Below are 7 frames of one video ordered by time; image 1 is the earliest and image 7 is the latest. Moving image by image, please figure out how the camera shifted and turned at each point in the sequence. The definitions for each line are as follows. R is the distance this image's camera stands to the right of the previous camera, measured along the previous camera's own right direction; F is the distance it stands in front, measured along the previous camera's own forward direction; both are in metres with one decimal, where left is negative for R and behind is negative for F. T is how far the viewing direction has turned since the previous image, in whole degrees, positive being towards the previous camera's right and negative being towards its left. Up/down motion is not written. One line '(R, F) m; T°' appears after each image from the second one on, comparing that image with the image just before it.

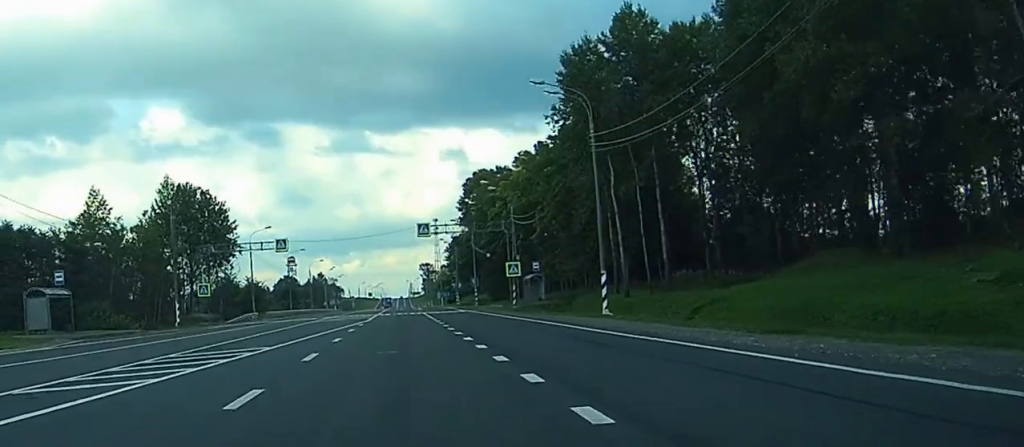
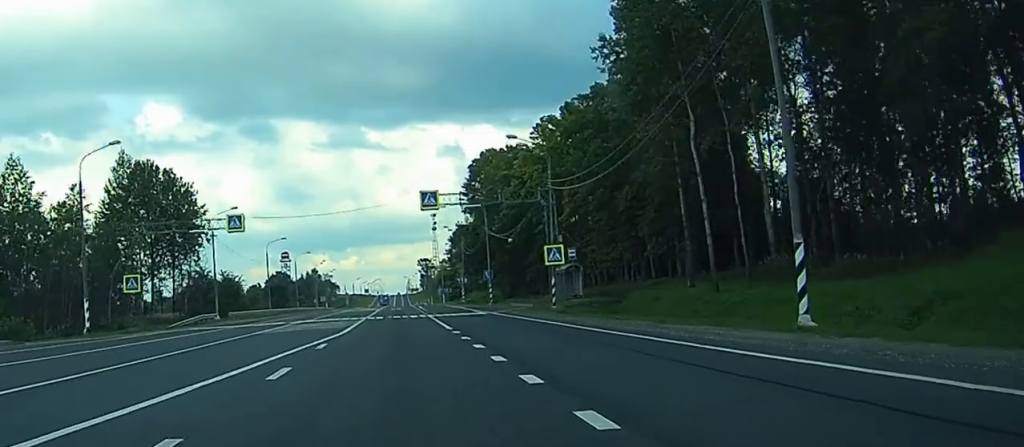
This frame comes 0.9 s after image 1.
(0.0, +20.1) m; 0°
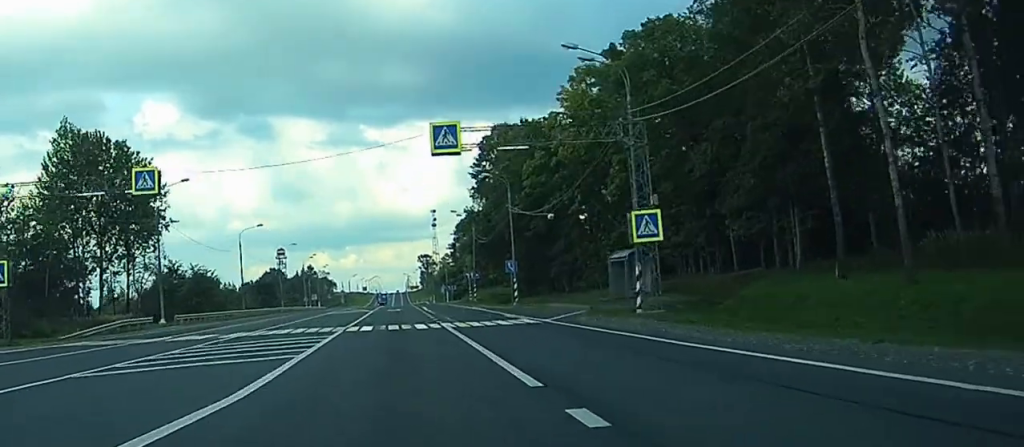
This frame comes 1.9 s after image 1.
(0.0, +19.9) m; 0°
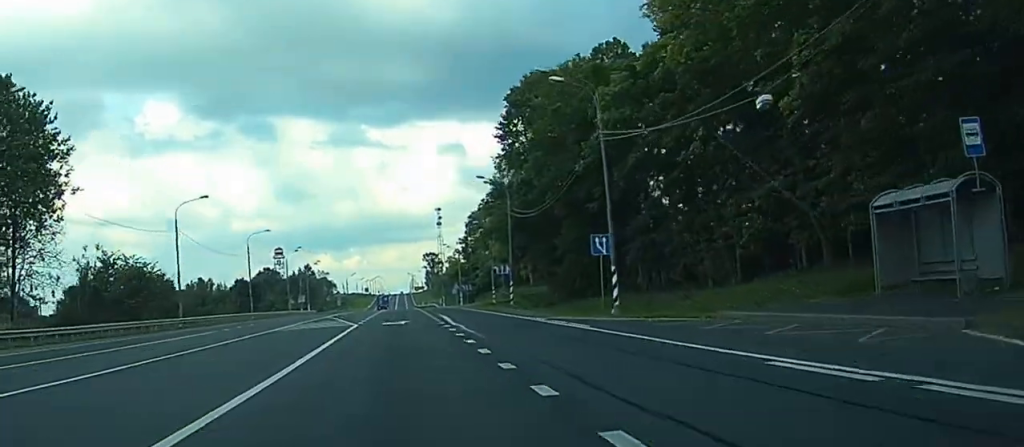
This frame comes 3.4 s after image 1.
(0.0, +31.5) m; 0°
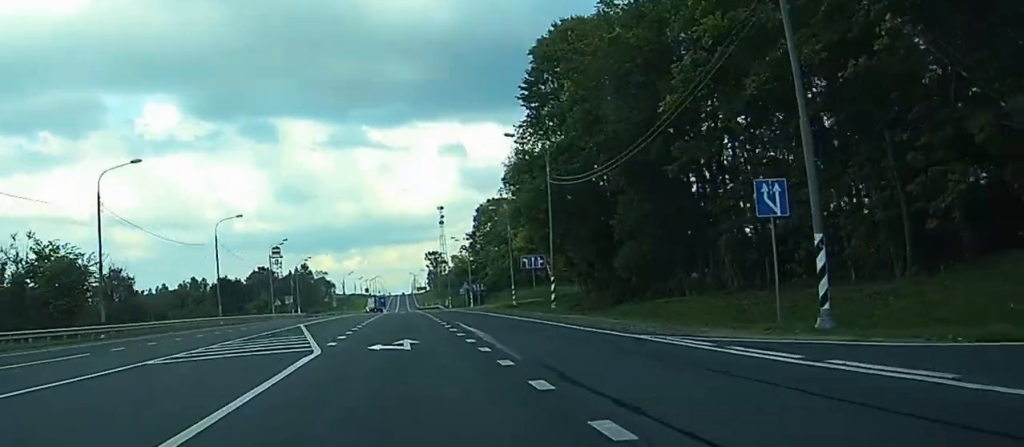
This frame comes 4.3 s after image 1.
(0.0, +19.3) m; 0°
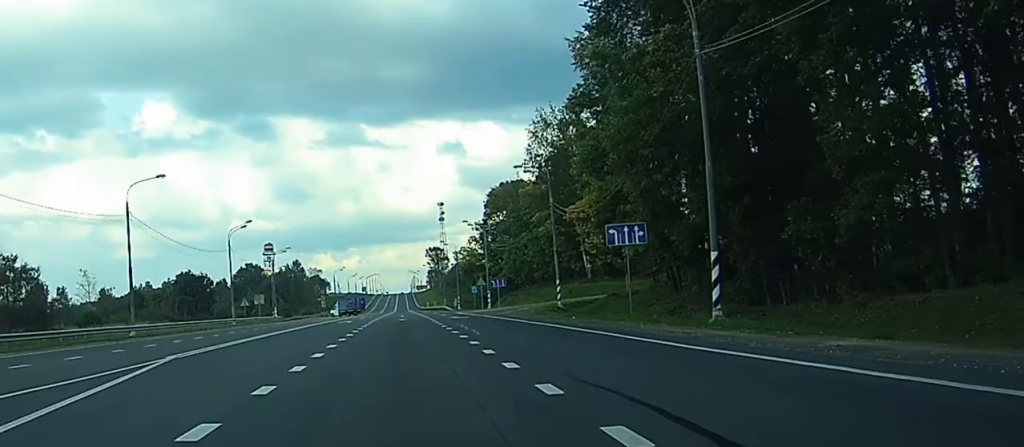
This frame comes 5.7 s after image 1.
(-0.1, +28.2) m; 0°
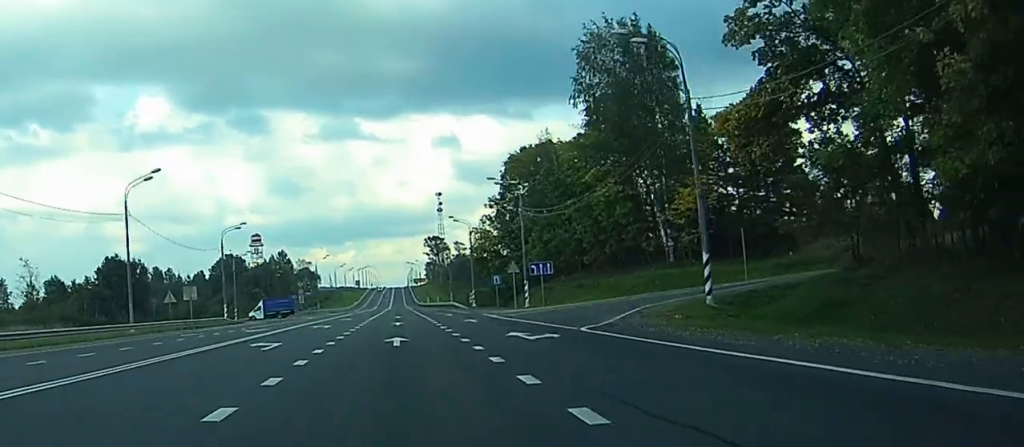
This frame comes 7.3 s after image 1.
(0.0, +34.3) m; 0°
